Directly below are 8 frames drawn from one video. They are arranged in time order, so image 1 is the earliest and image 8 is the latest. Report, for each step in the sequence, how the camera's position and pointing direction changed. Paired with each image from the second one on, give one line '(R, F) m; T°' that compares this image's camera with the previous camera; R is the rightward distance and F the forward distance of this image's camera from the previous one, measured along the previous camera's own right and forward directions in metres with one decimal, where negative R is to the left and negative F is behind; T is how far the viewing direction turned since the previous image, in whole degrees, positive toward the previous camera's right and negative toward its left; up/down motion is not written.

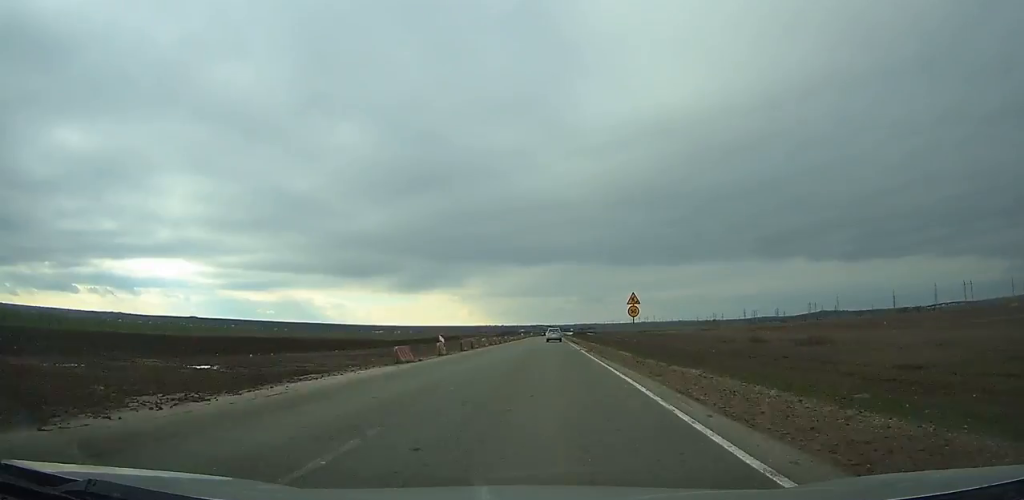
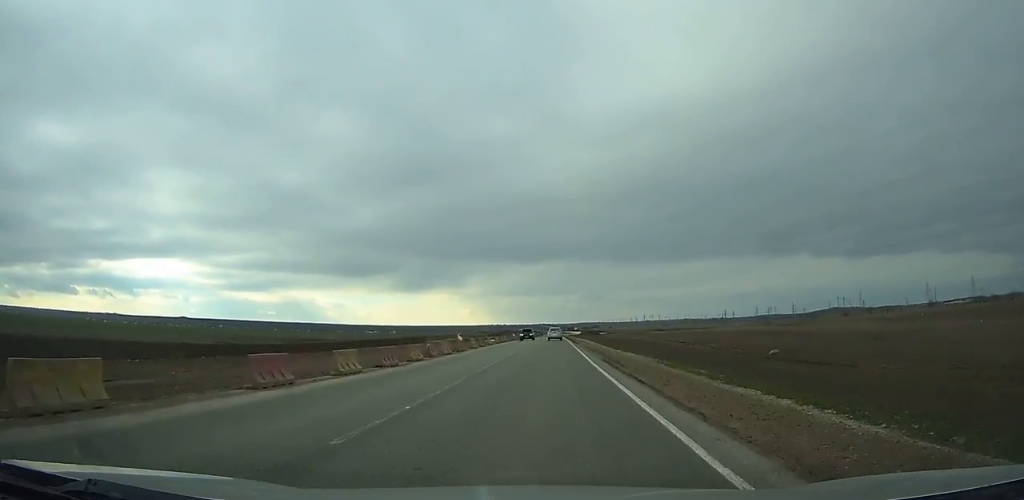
(-0.2, +81.0) m; 0°
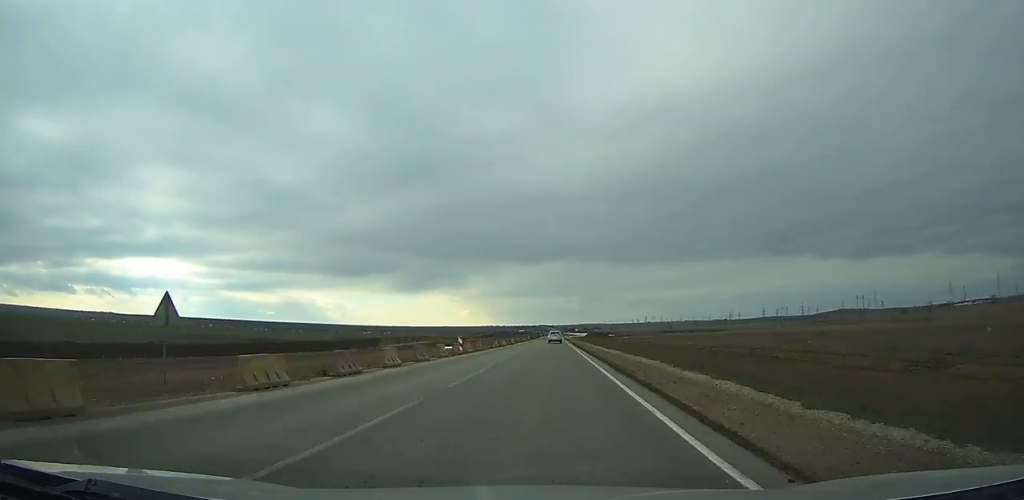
(0.0, +53.0) m; 0°
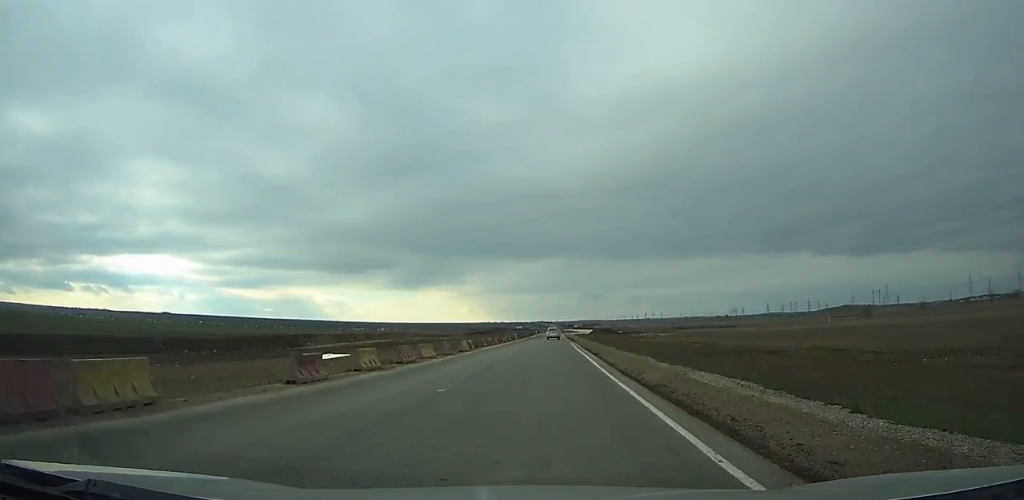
(0.0, +43.0) m; 0°
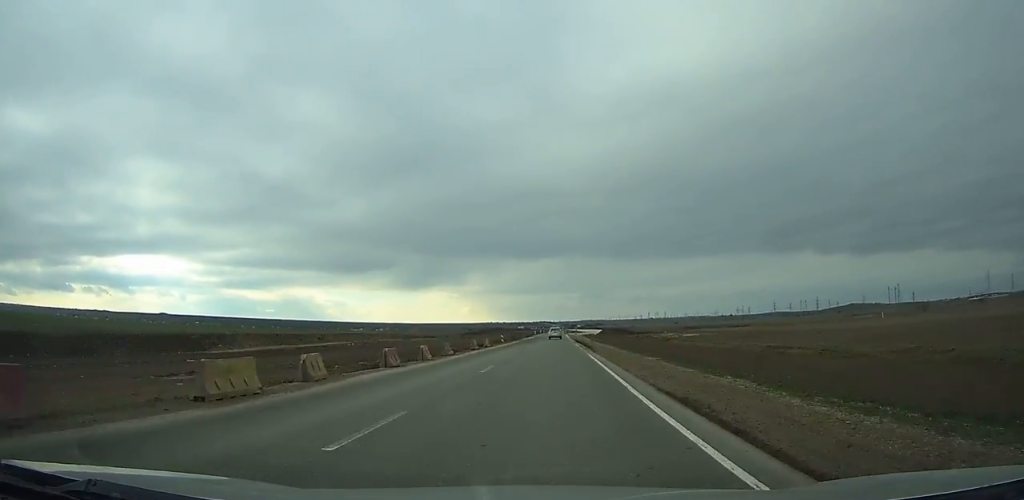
(0.0, +29.8) m; 0°
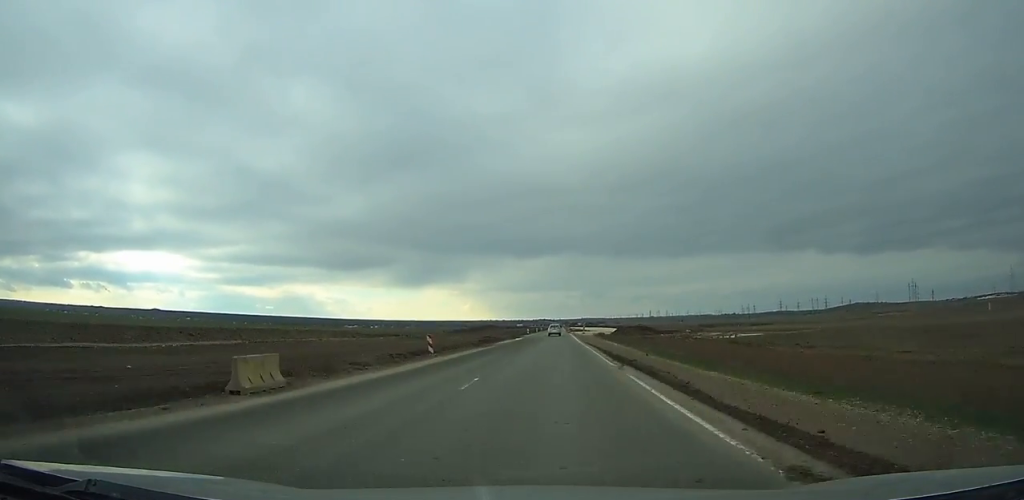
(0.0, +41.0) m; 0°
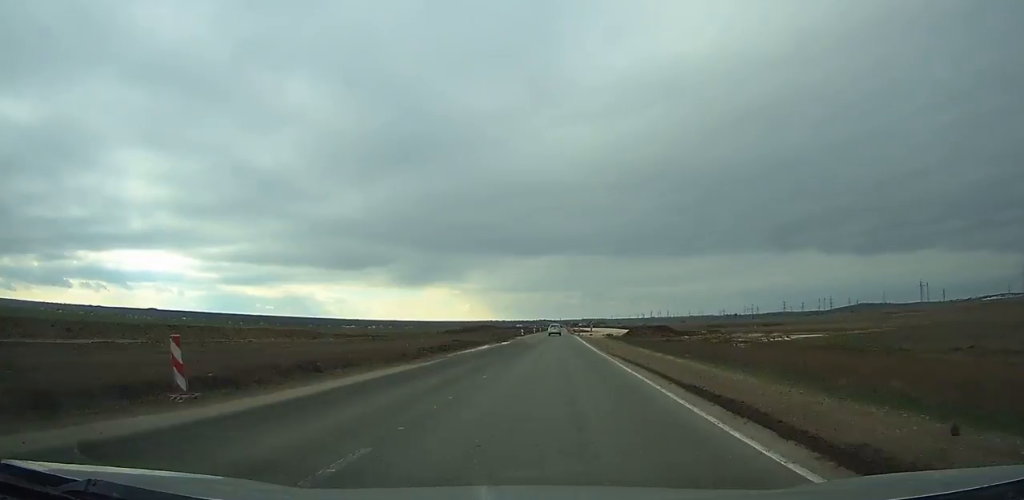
(0.0, +21.3) m; 0°
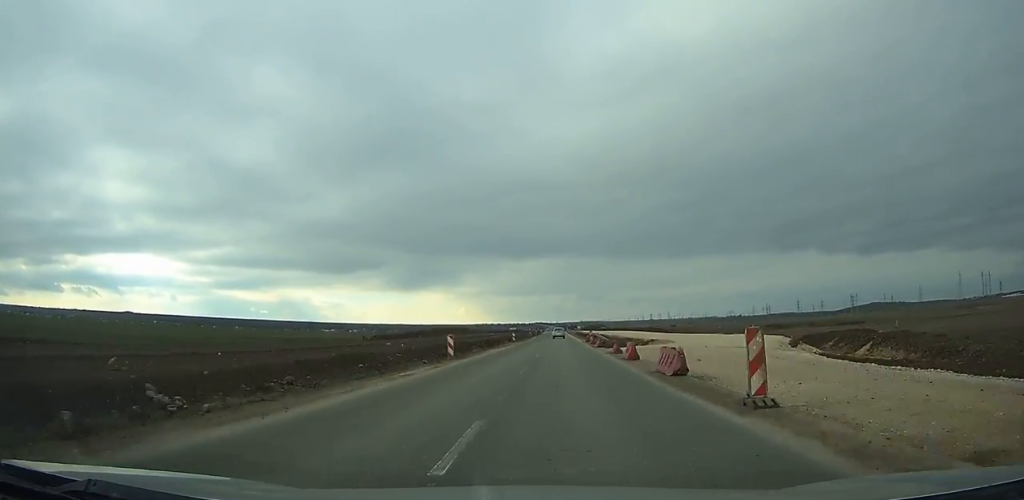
(+0.3, +105.8) m; 0°
